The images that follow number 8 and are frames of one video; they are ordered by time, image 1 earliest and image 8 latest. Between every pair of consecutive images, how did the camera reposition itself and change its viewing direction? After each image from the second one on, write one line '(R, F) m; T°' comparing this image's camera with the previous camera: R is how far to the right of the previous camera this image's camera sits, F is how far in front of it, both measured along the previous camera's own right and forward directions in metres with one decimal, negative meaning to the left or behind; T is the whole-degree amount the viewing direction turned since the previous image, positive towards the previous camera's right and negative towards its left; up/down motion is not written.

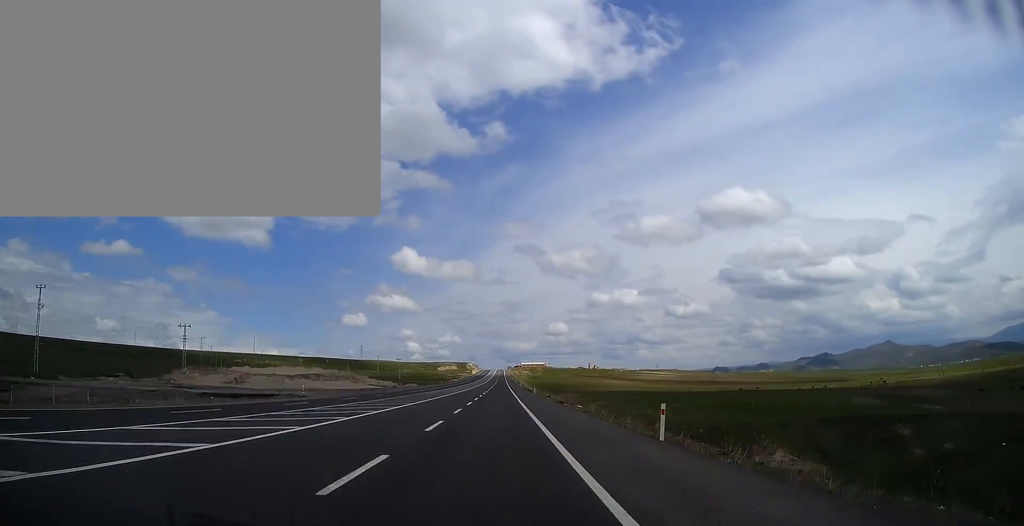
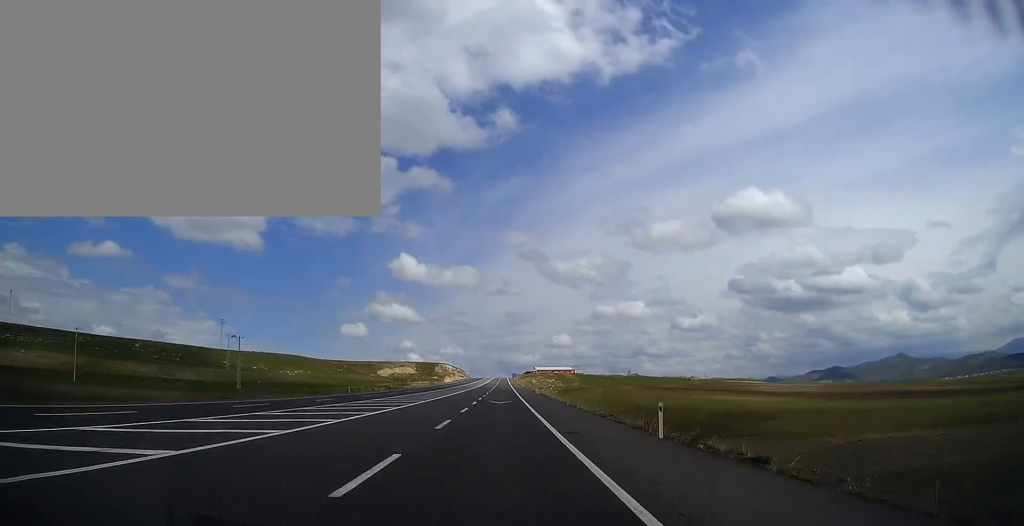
(-0.4, +219.1) m; 0°
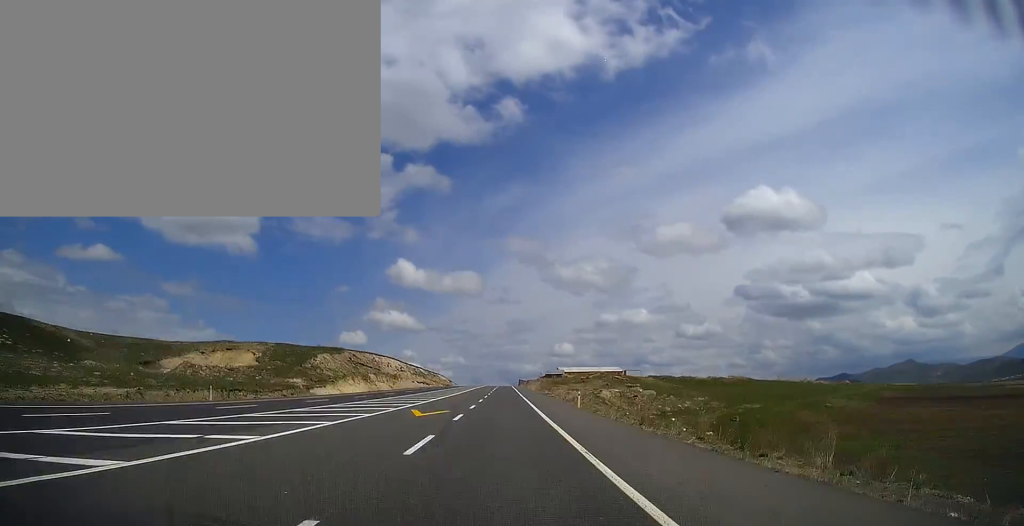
(-0.1, +148.6) m; 0°
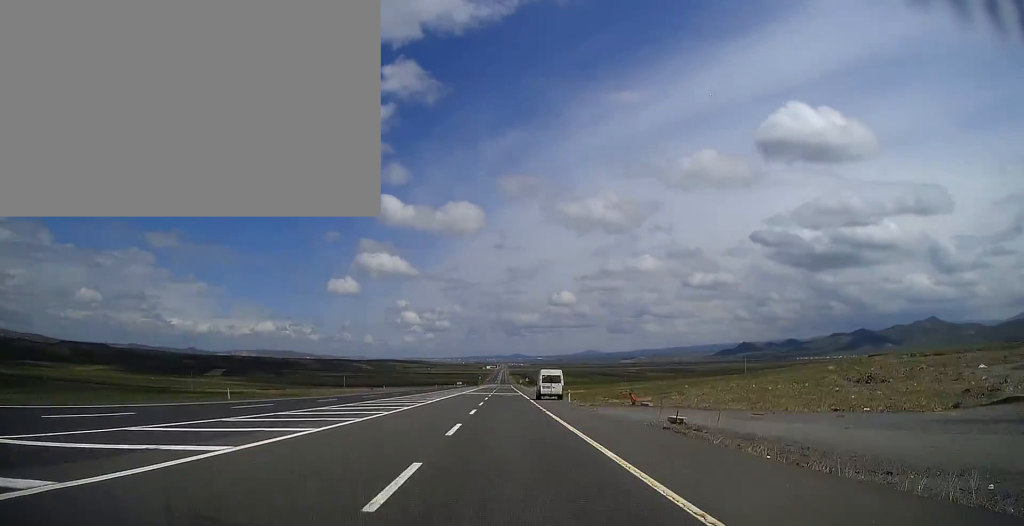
(+0.3, +457.9) m; 0°
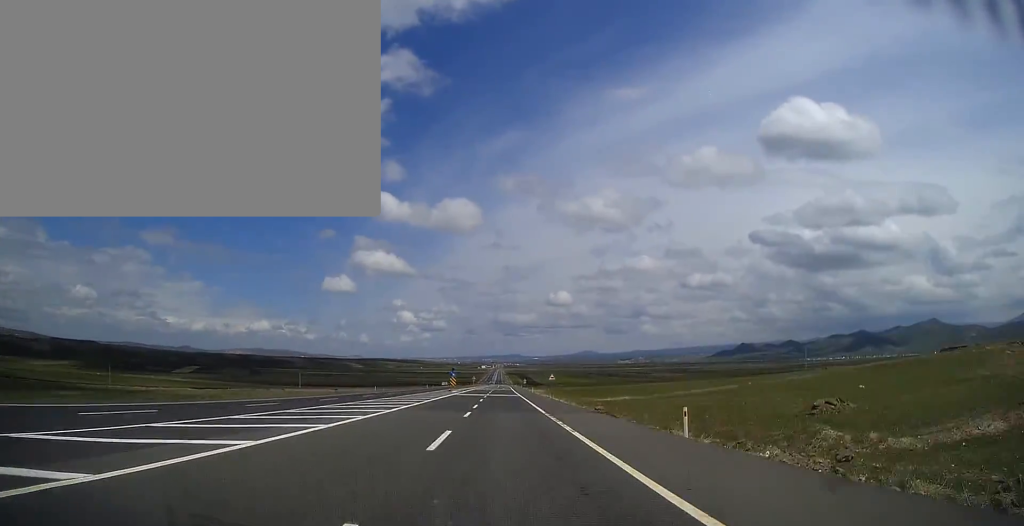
(-0.1, +52.1) m; 0°
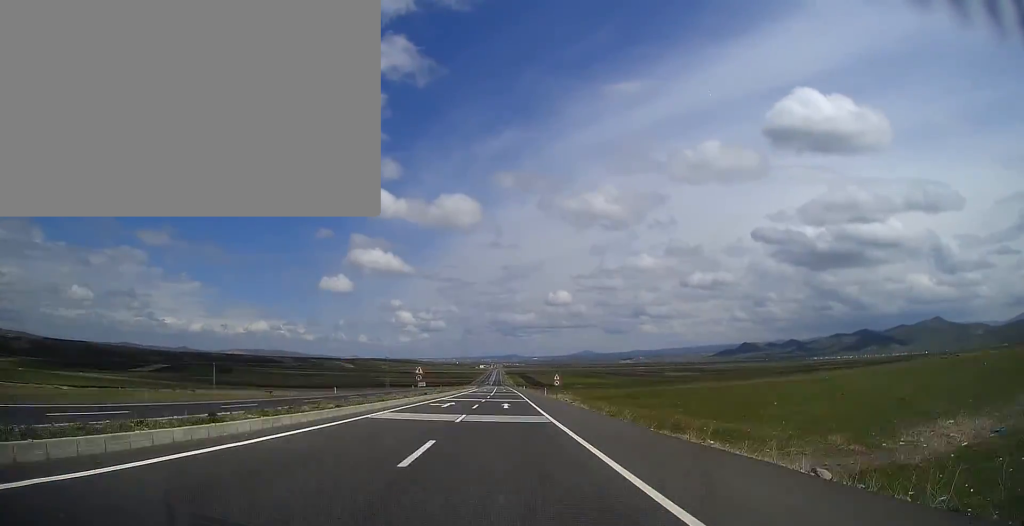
(+0.1, +97.2) m; 0°
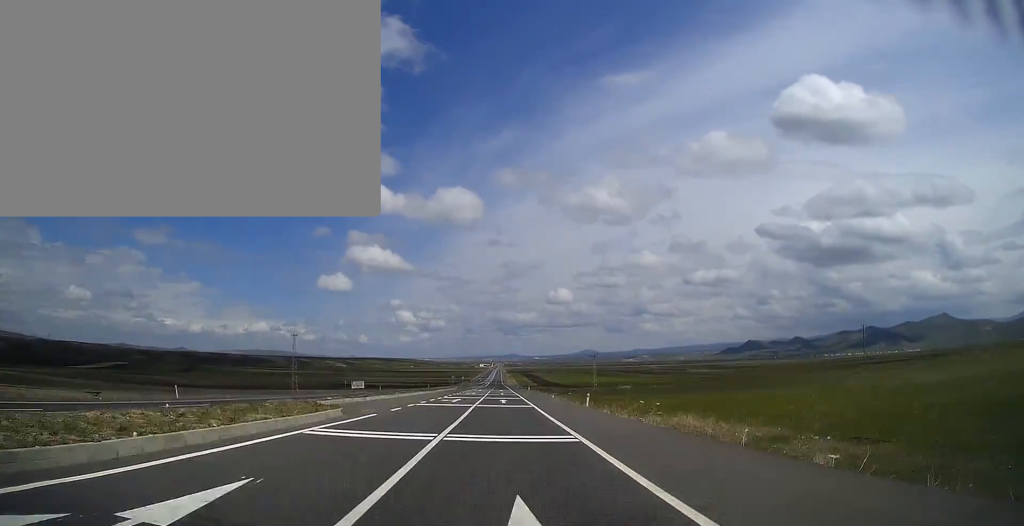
(+0.2, +137.4) m; 0°
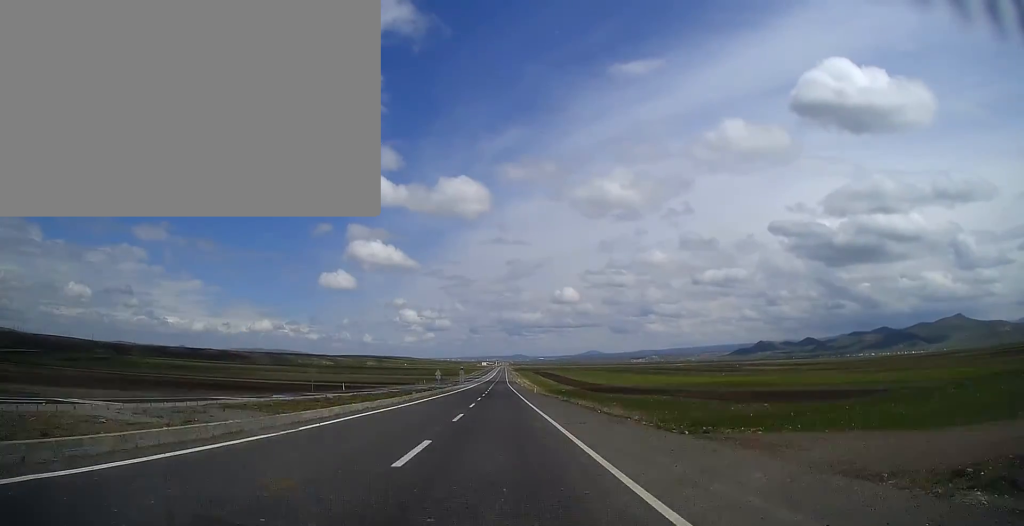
(-0.1, +274.2) m; 0°
